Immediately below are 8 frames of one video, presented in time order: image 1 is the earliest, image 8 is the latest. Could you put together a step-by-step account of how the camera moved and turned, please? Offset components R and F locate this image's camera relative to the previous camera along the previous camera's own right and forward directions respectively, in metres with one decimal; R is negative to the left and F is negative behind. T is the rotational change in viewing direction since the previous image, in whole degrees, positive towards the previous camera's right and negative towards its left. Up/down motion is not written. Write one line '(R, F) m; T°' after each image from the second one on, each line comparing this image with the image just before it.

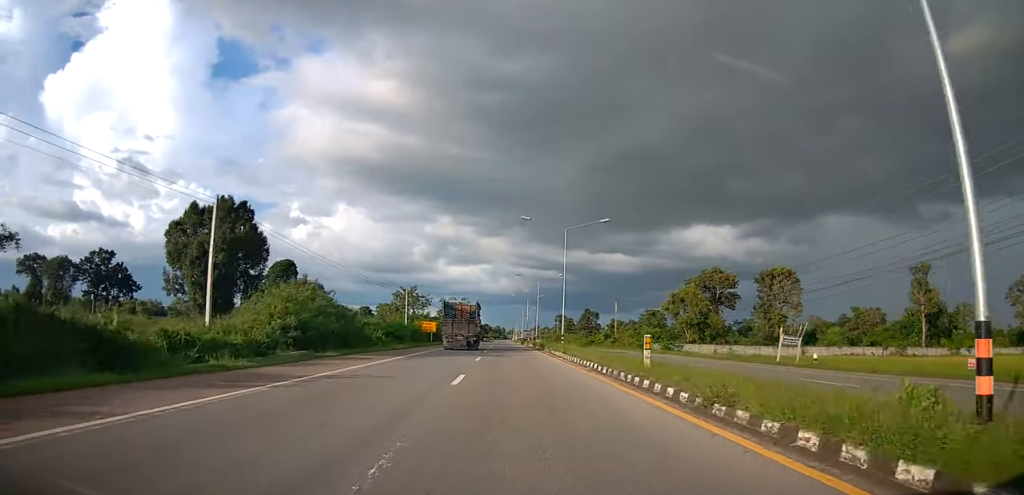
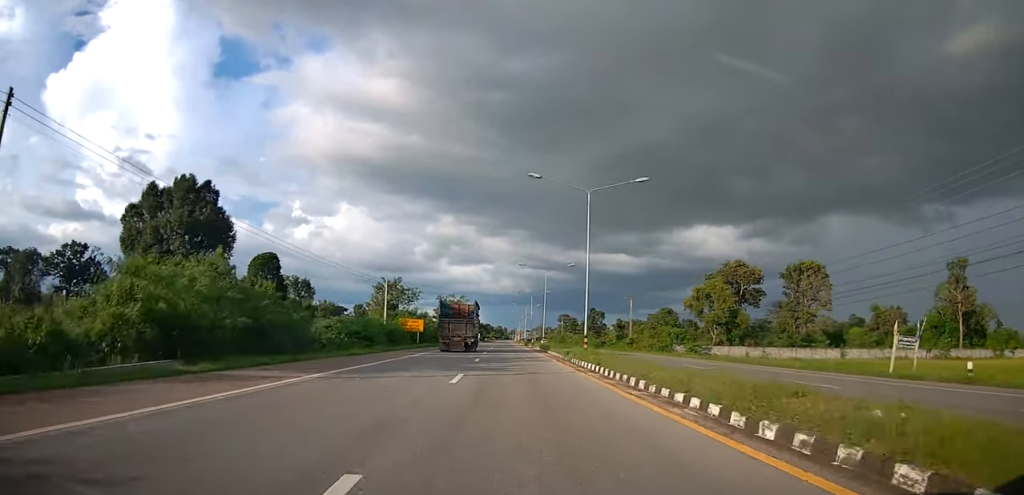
(+0.5, +11.4) m; -1°
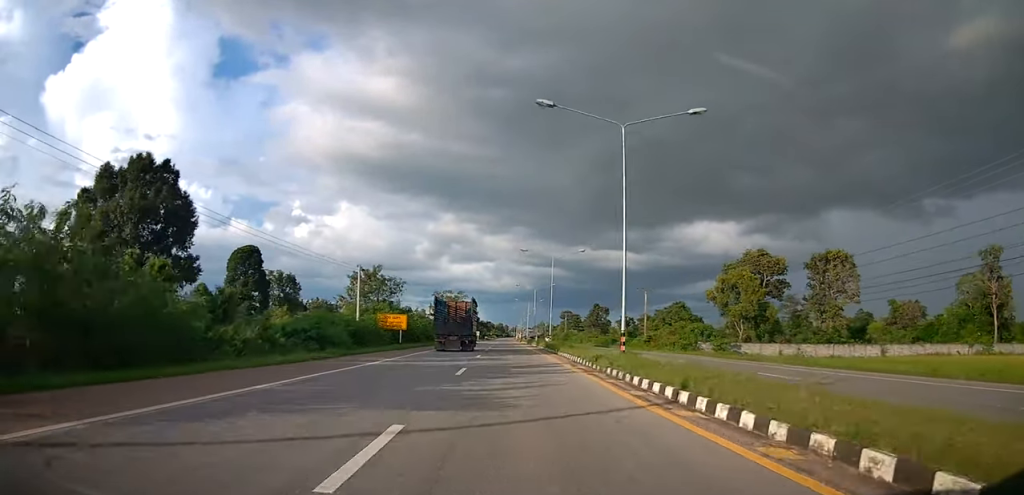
(+0.4, +9.5) m; -1°
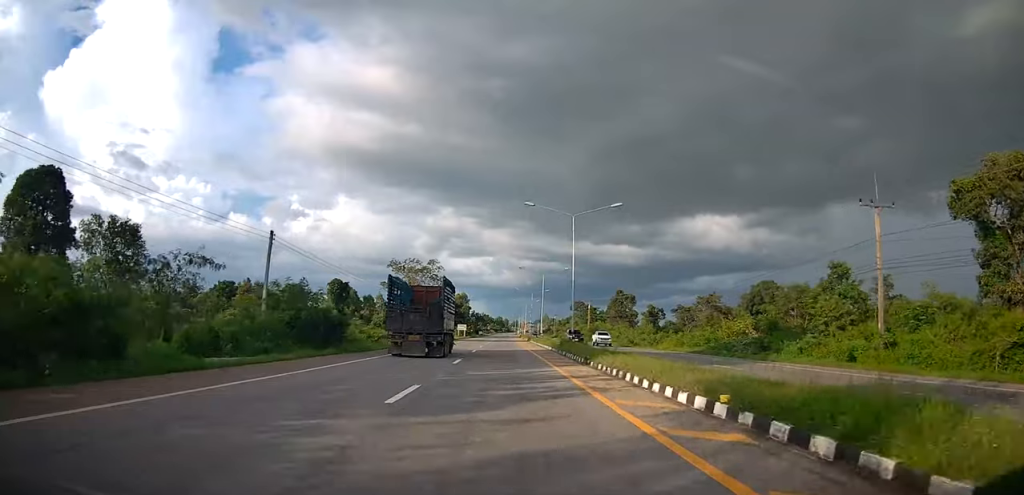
(0.0, +55.2) m; +1°
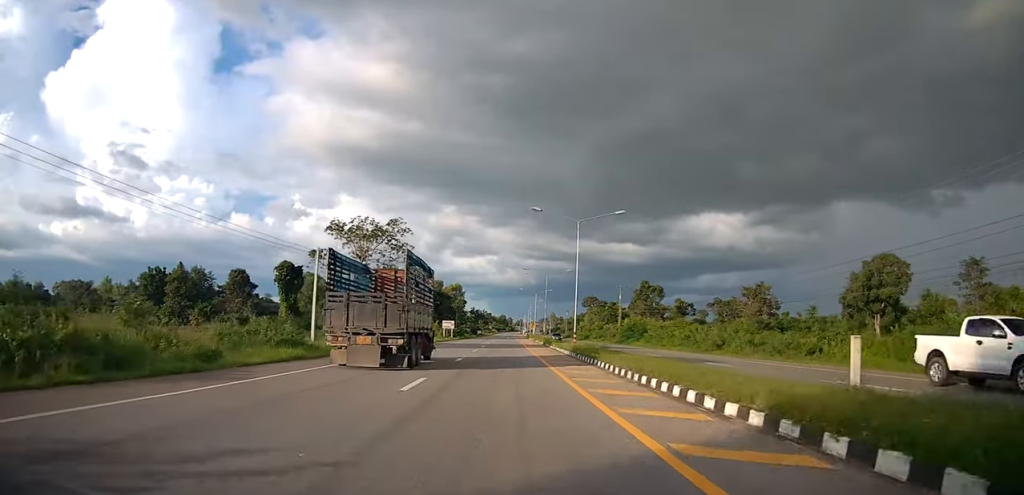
(-0.6, +34.1) m; -1°
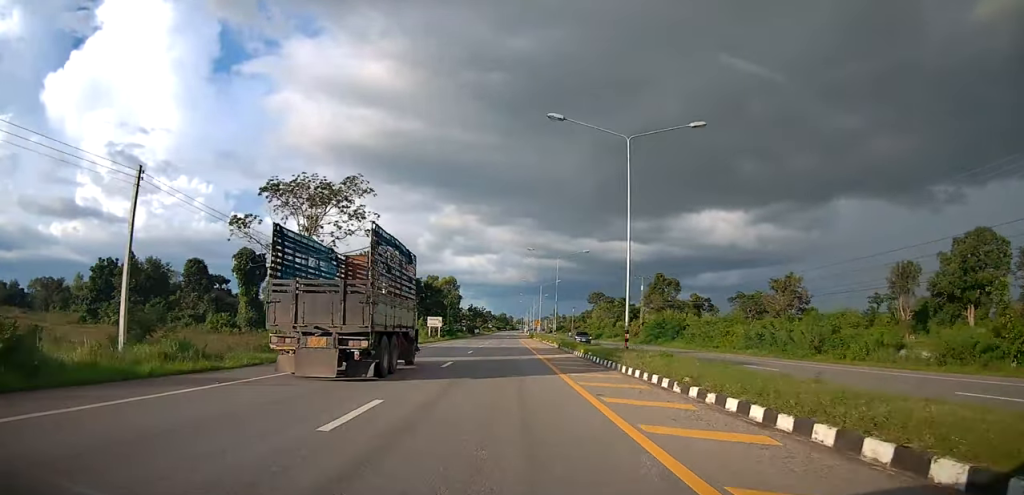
(-0.1, +17.0) m; +1°
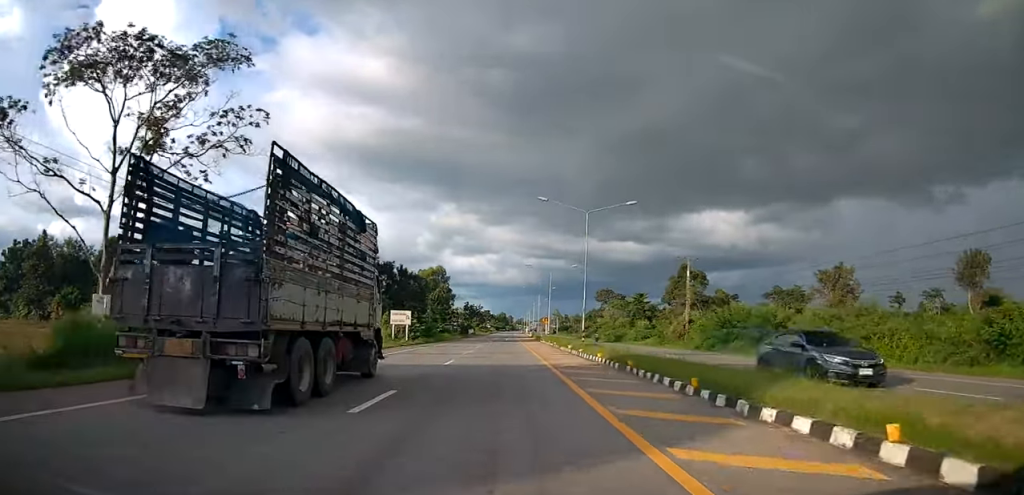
(+0.6, +22.8) m; 0°
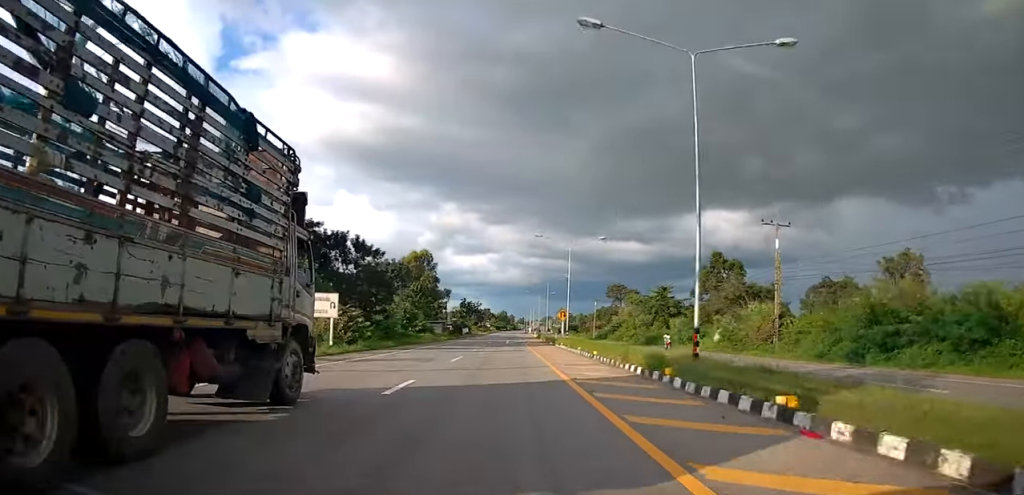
(-0.5, +21.9) m; -2°
